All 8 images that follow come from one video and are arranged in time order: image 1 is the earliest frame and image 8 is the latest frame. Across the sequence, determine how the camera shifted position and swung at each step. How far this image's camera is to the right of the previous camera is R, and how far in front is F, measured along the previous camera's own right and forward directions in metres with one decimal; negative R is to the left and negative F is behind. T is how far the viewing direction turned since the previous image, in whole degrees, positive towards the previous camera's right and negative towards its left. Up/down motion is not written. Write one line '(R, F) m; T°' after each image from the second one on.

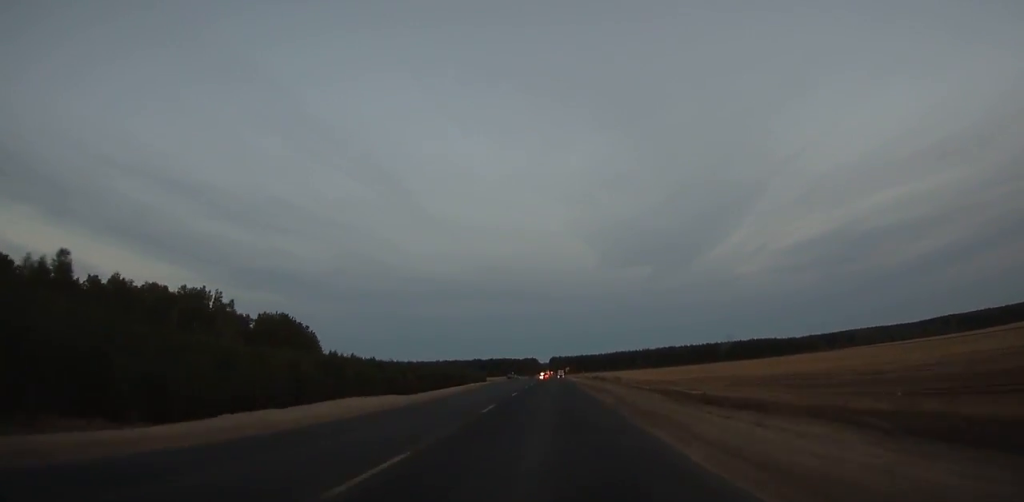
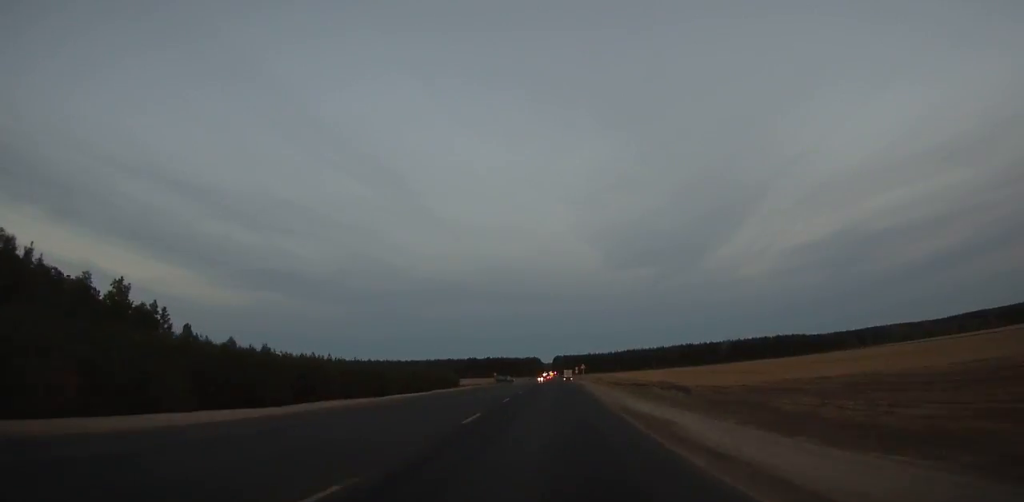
(-0.4, +74.3) m; 0°
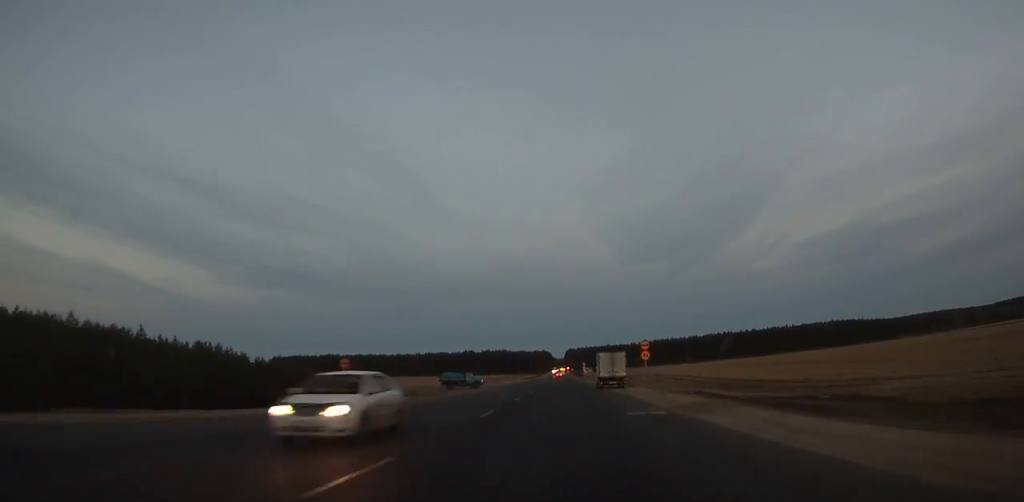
(-0.4, +108.1) m; -1°
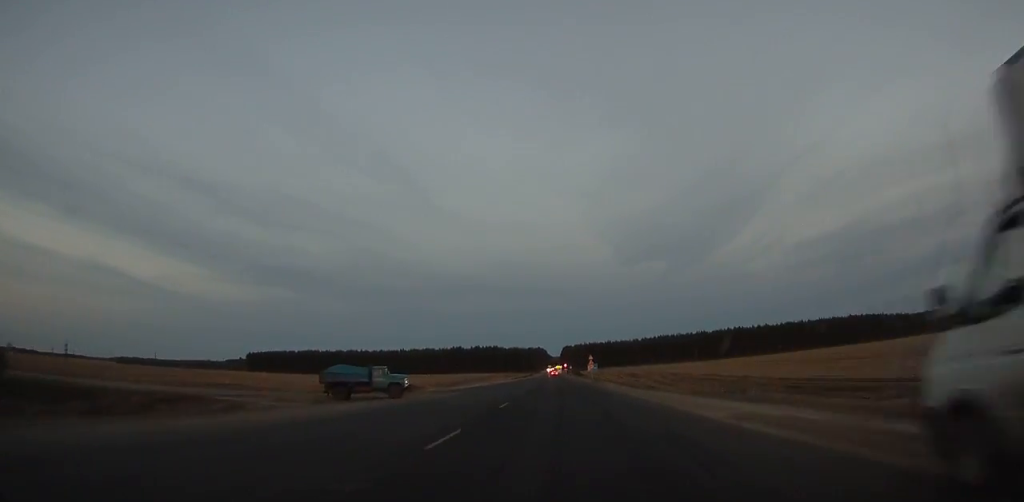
(-0.2, +43.9) m; 0°
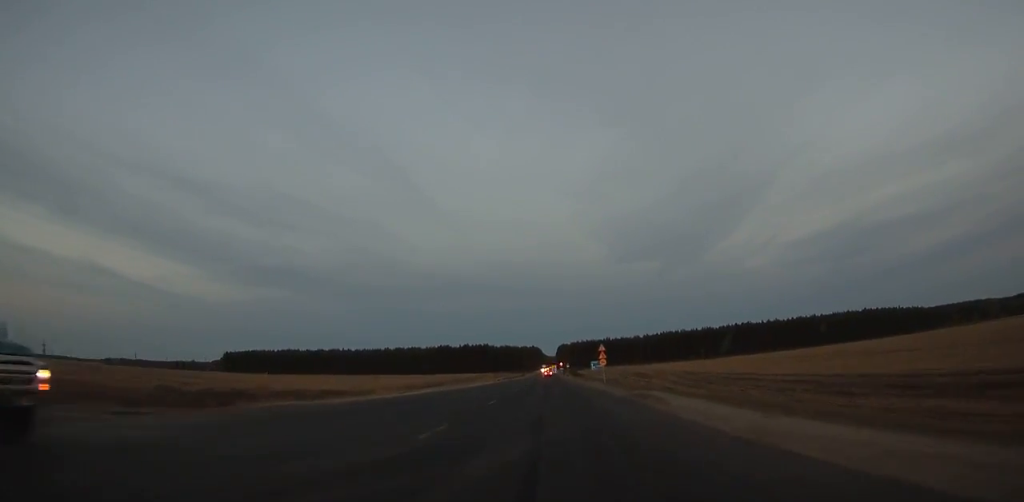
(0.0, +34.3) m; 0°
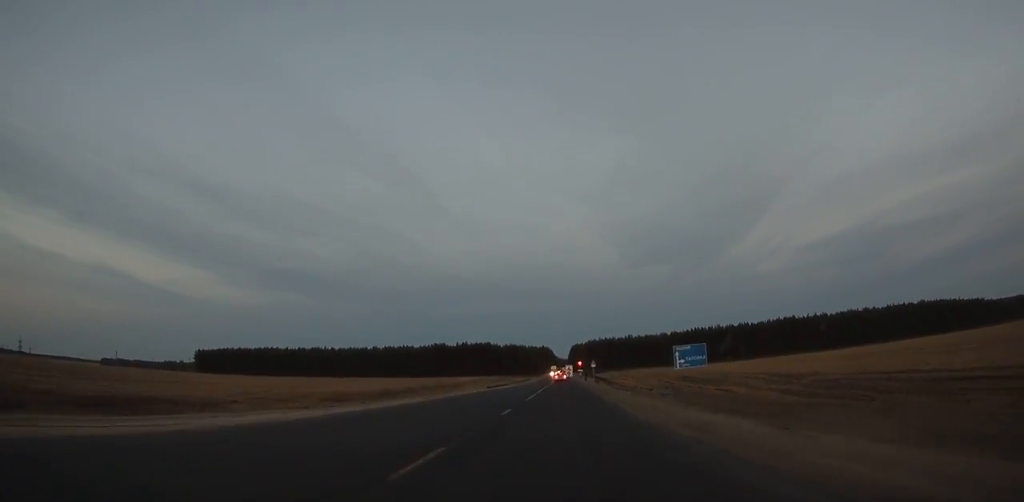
(-0.5, +63.3) m; -1°
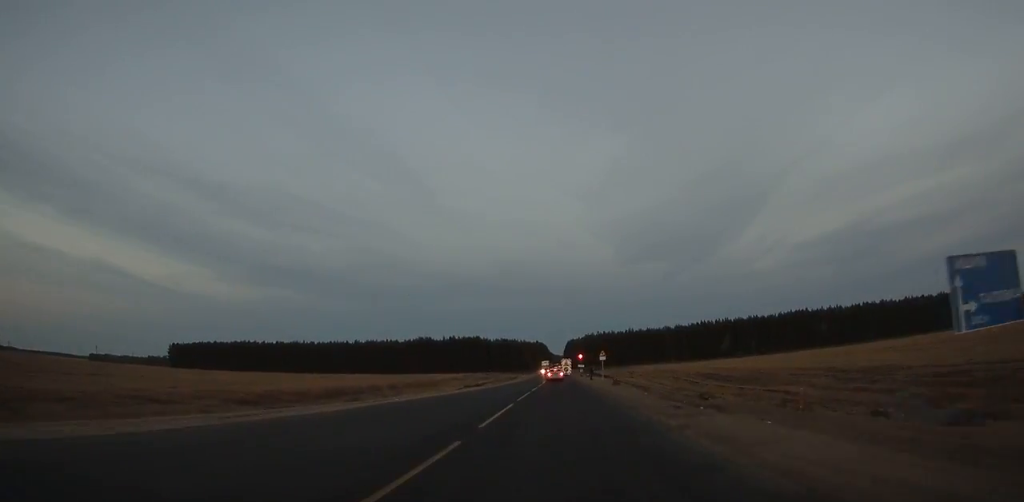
(+0.1, +28.1) m; 0°
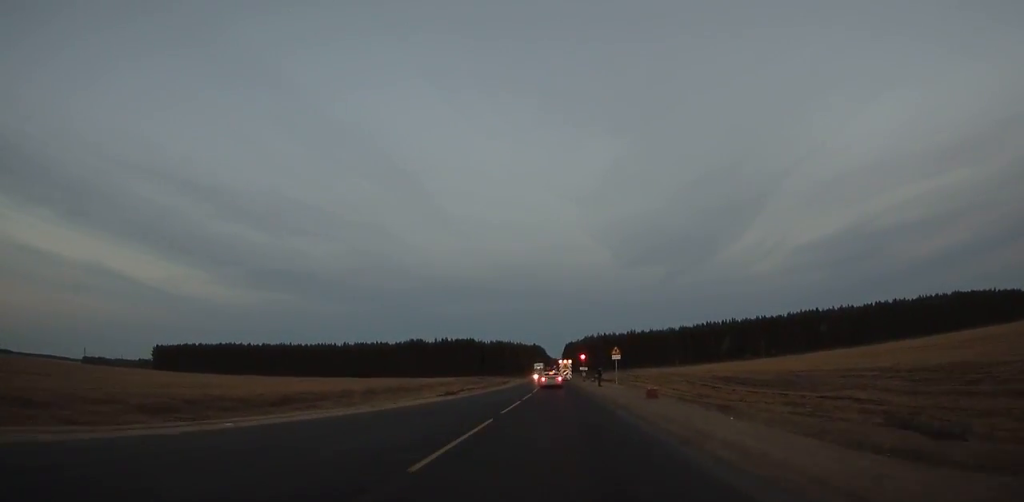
(0.0, +16.7) m; 0°
